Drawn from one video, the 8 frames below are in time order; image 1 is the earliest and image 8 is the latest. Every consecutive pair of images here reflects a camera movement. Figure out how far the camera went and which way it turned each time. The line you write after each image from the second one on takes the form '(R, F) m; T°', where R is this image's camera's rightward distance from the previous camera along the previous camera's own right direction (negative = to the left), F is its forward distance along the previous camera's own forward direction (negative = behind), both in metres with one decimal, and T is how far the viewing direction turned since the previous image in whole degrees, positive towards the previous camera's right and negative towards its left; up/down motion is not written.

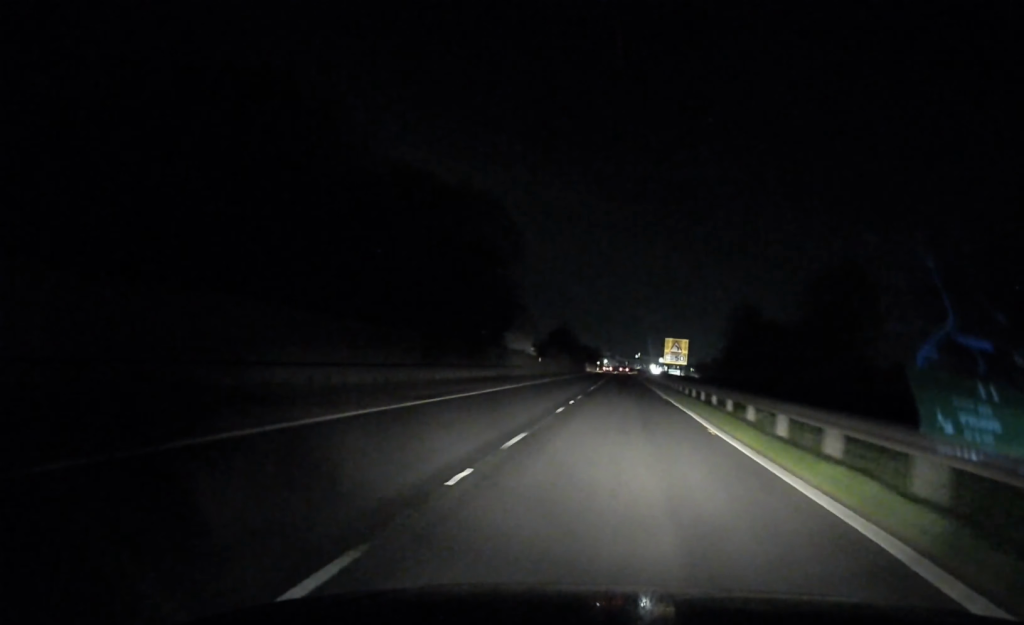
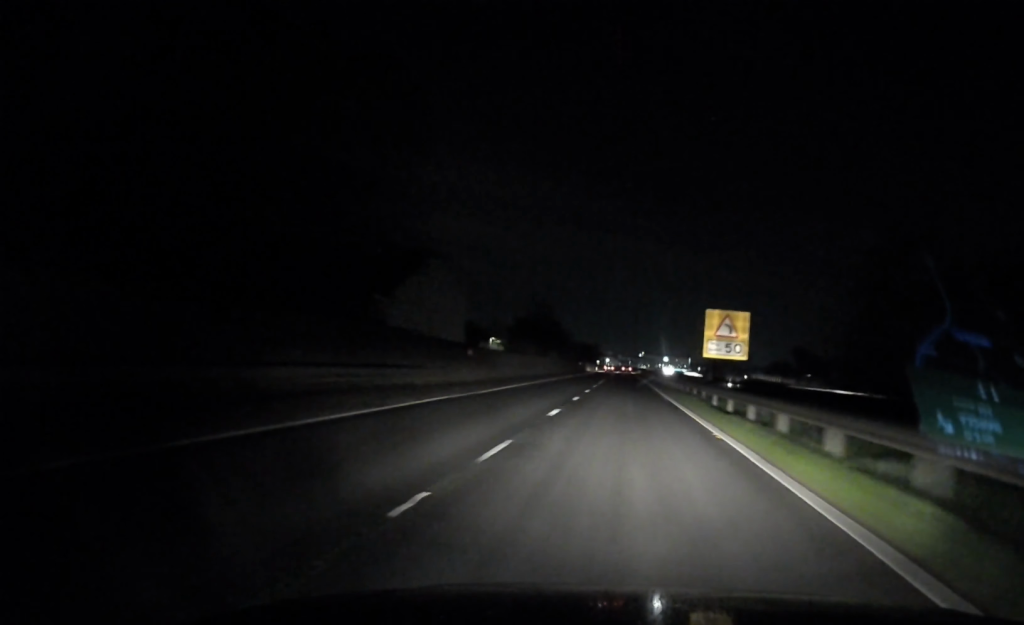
(-0.2, +36.3) m; 0°
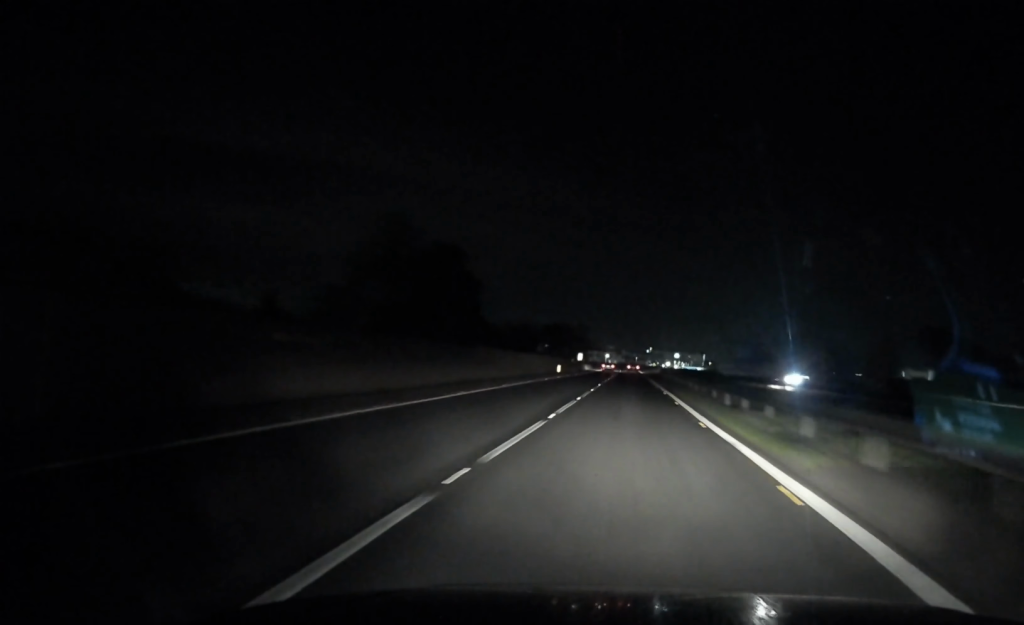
(-0.5, +125.4) m; -1°
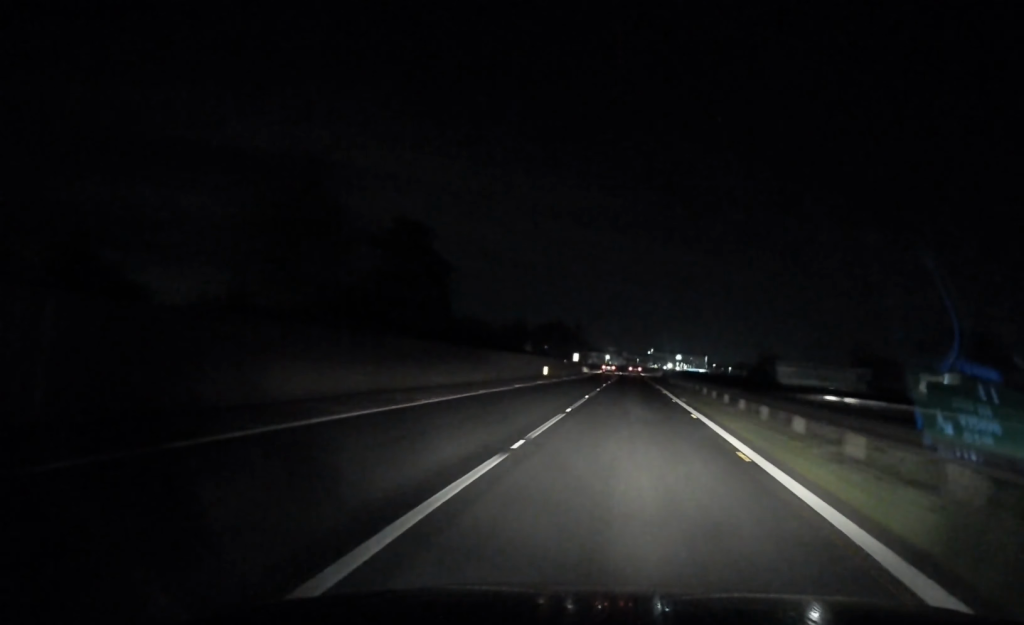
(0.0, +15.0) m; 0°
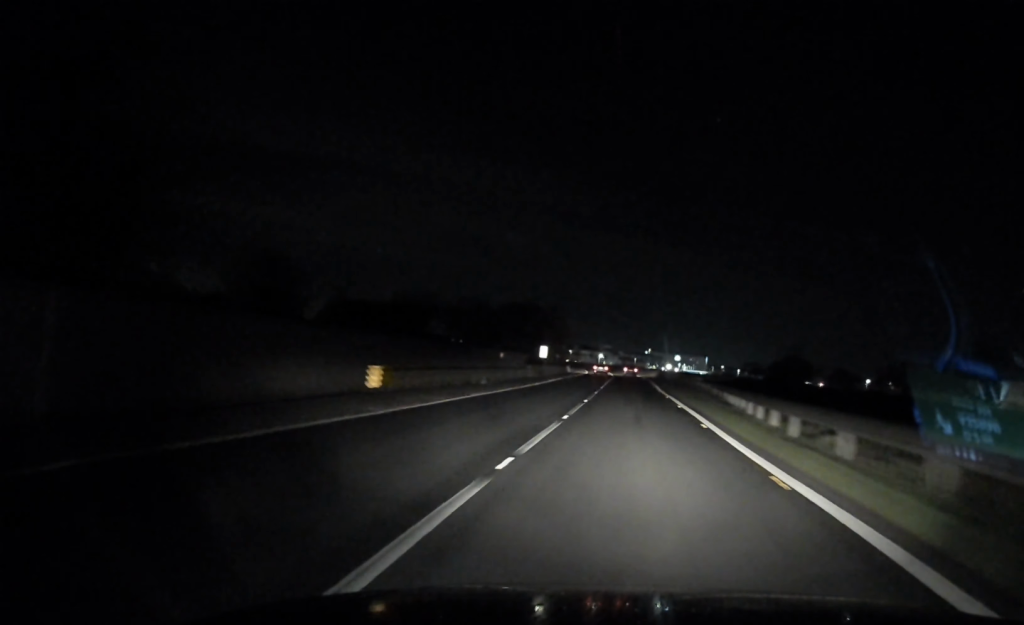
(+0.1, +48.2) m; 0°
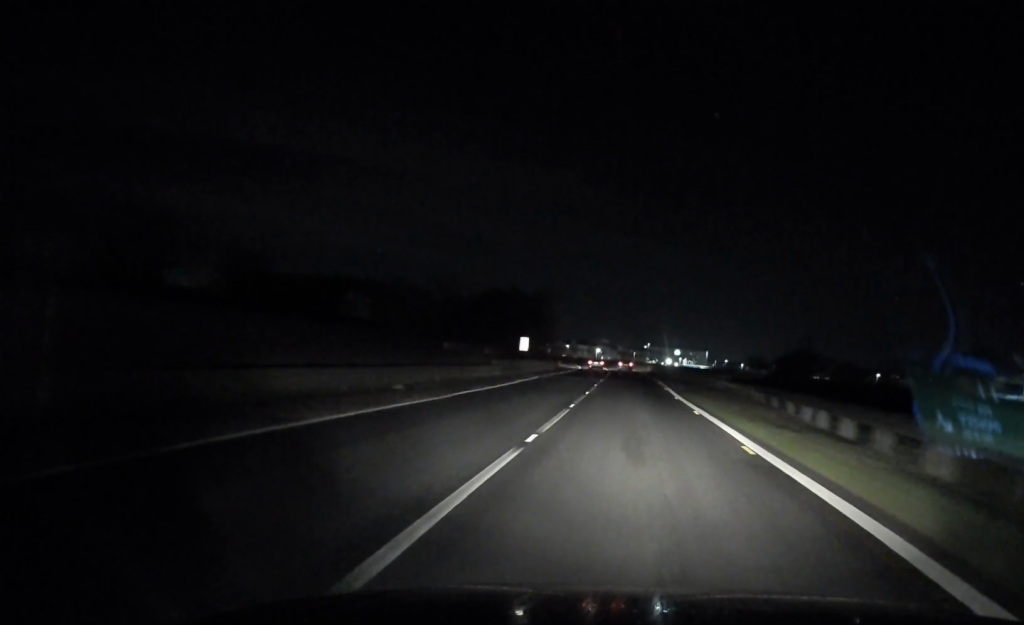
(0.0, +15.3) m; 0°
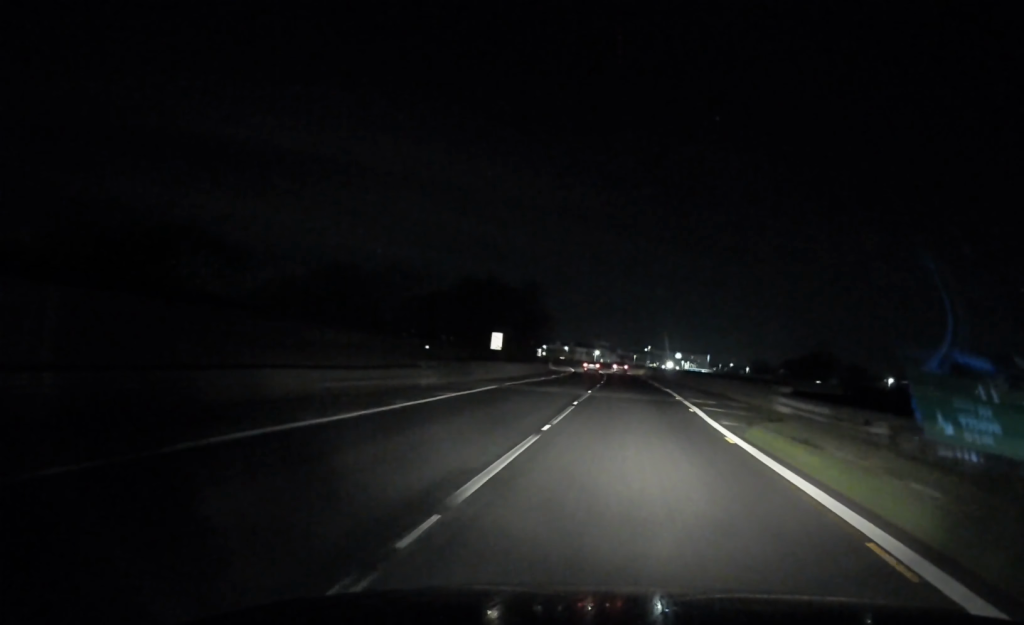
(0.0, +15.4) m; 0°
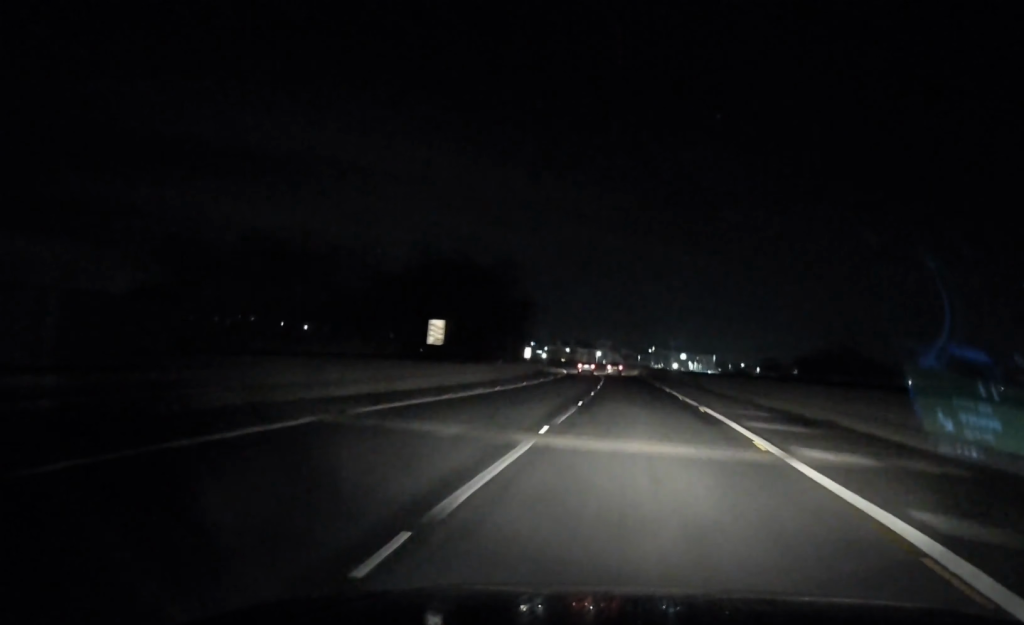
(0.0, +19.0) m; 0°
